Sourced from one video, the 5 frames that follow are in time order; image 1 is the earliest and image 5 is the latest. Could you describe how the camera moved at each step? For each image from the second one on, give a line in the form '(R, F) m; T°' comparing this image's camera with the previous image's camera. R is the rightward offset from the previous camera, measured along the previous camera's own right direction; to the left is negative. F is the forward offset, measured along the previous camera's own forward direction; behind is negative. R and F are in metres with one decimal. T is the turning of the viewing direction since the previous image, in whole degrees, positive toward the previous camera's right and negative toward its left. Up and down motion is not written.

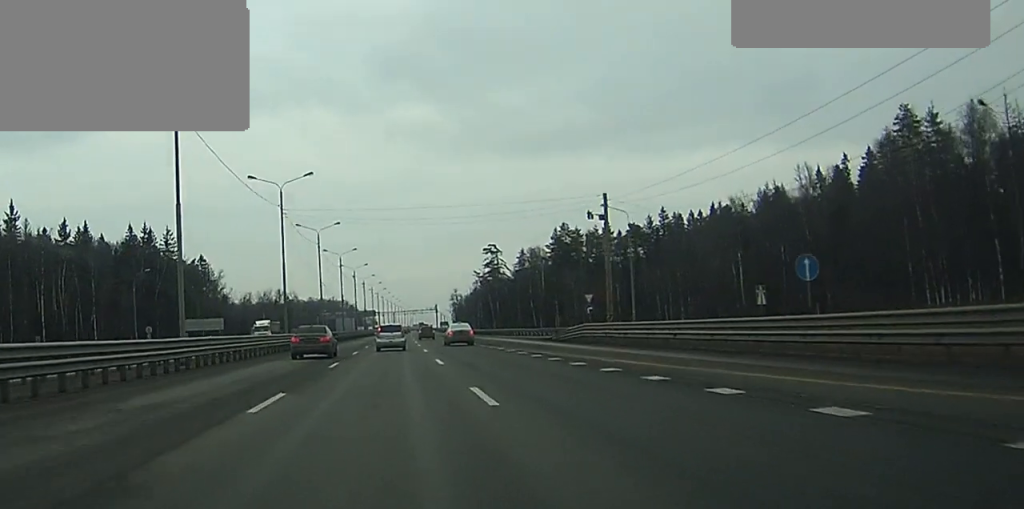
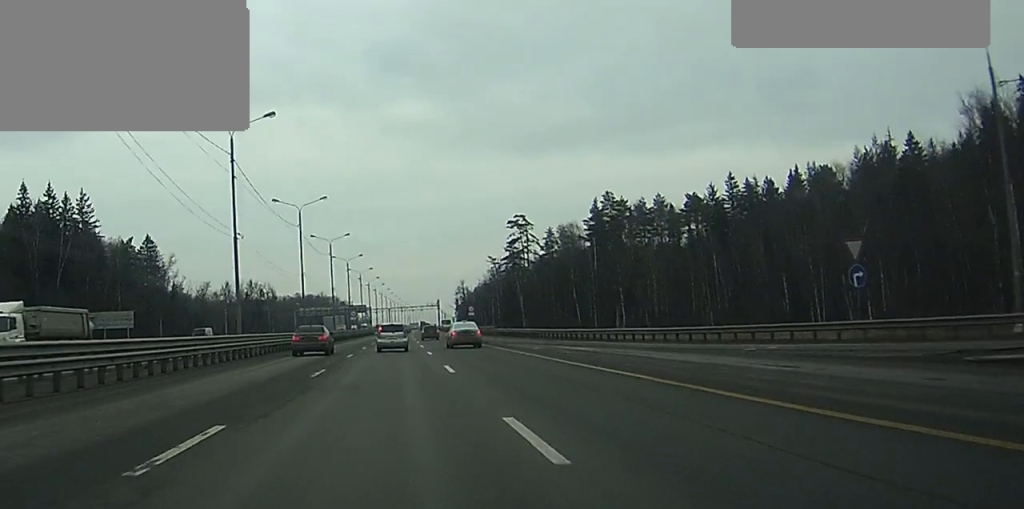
(+0.1, +53.8) m; 0°
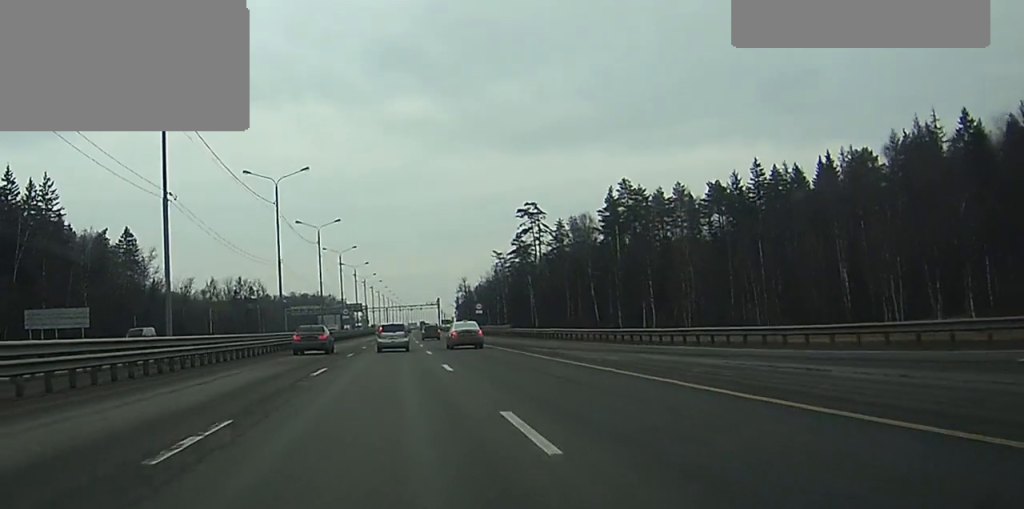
(0.0, +15.1) m; 0°
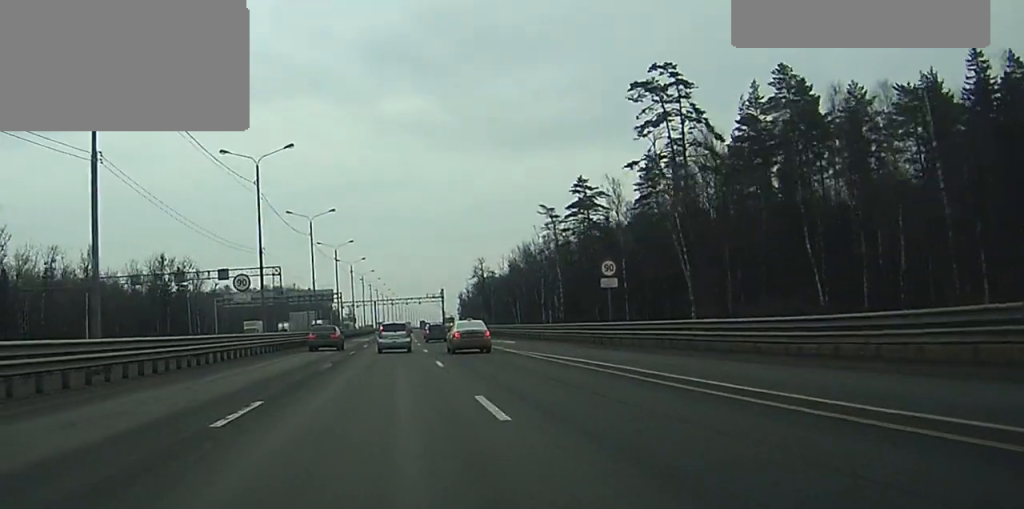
(+0.3, +76.3) m; 0°
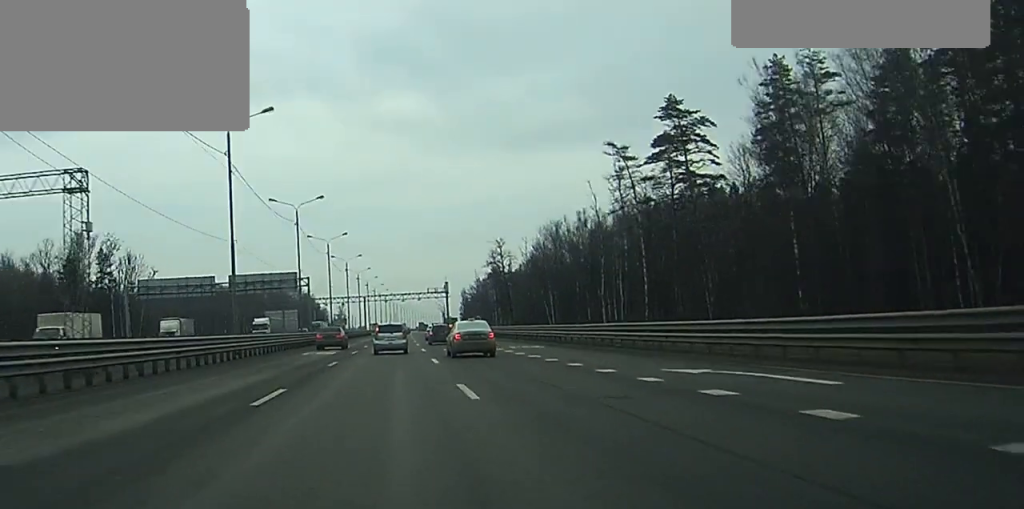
(0.0, +45.0) m; 0°
